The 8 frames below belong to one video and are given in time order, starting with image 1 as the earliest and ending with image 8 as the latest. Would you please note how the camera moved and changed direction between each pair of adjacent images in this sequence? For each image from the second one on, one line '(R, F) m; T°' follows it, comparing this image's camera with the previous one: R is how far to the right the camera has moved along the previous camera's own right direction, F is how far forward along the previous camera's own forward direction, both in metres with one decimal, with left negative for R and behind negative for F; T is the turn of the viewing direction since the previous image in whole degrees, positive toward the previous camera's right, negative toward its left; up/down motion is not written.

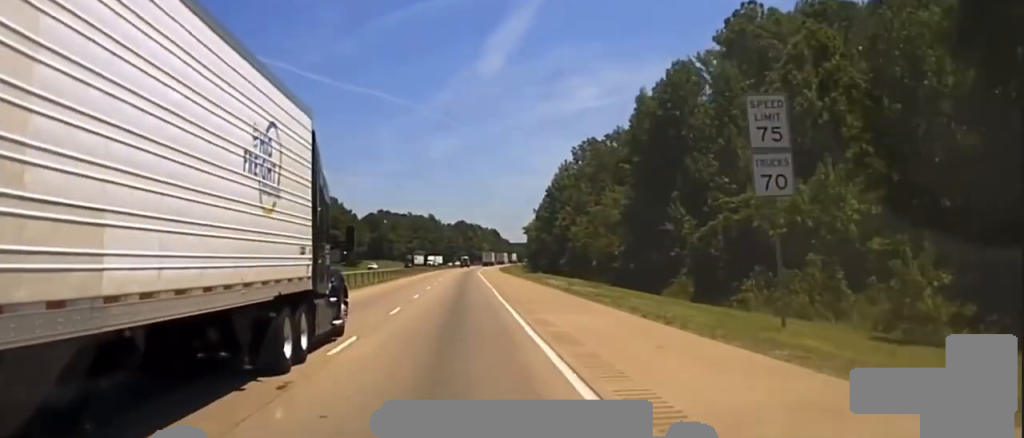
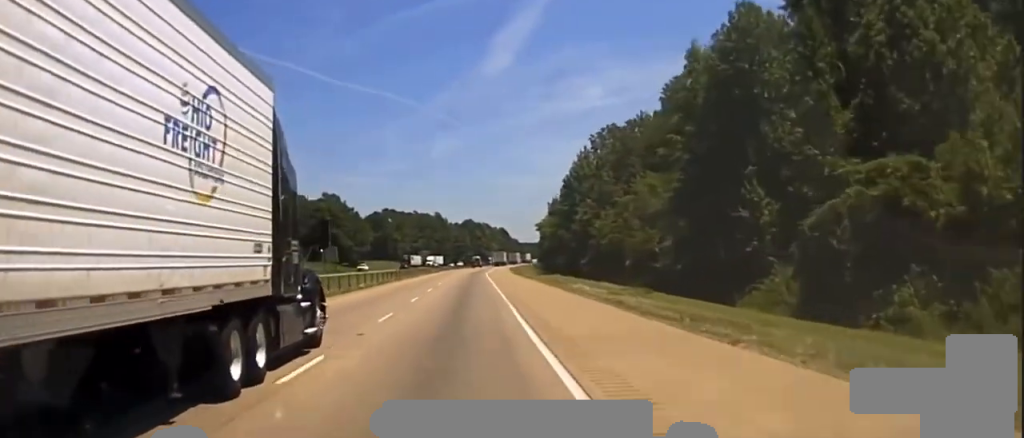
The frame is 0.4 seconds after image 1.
(0.0, +14.0) m; -1°
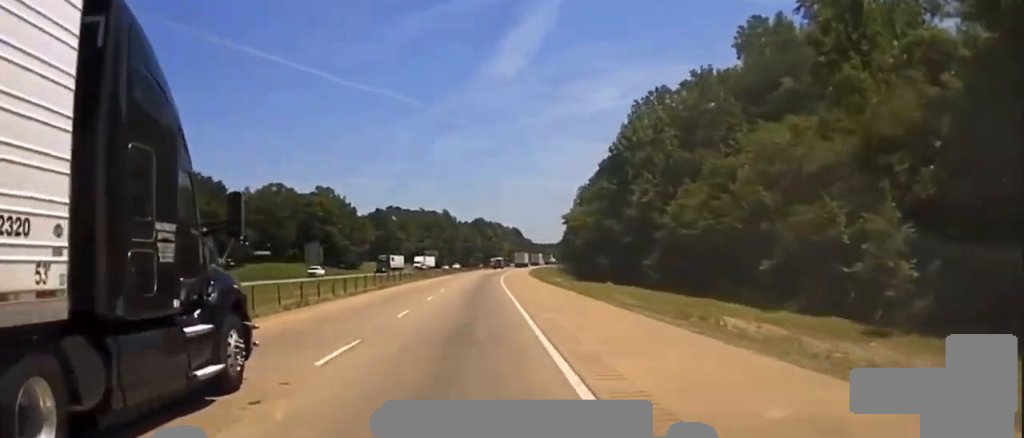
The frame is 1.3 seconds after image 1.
(-0.4, +29.8) m; -1°
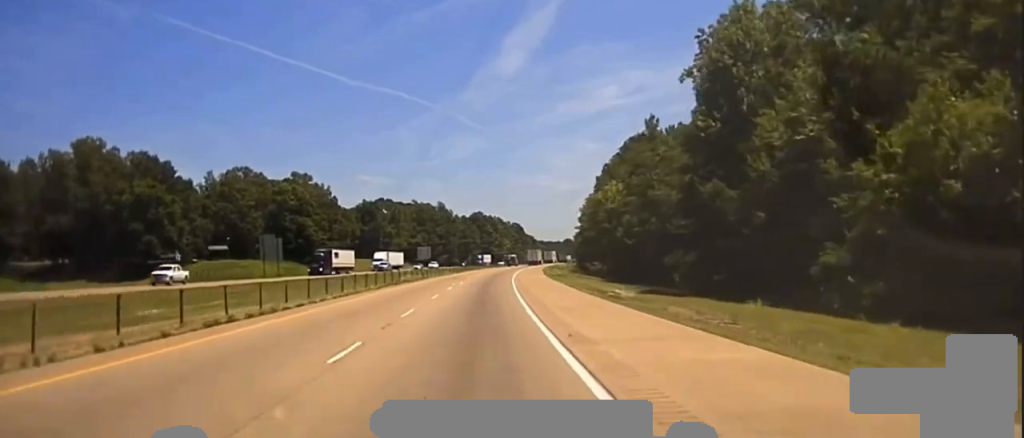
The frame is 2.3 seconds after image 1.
(-0.1, +34.6) m; 0°
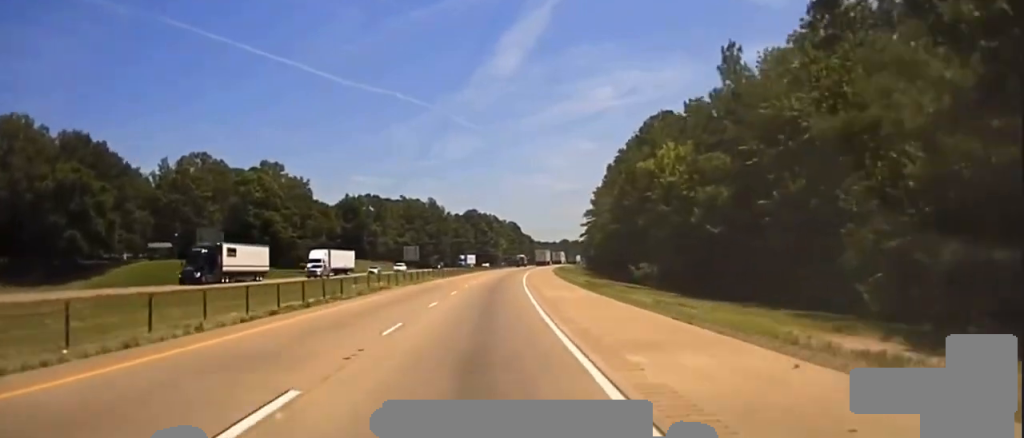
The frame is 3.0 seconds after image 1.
(+0.2, +31.5) m; +1°
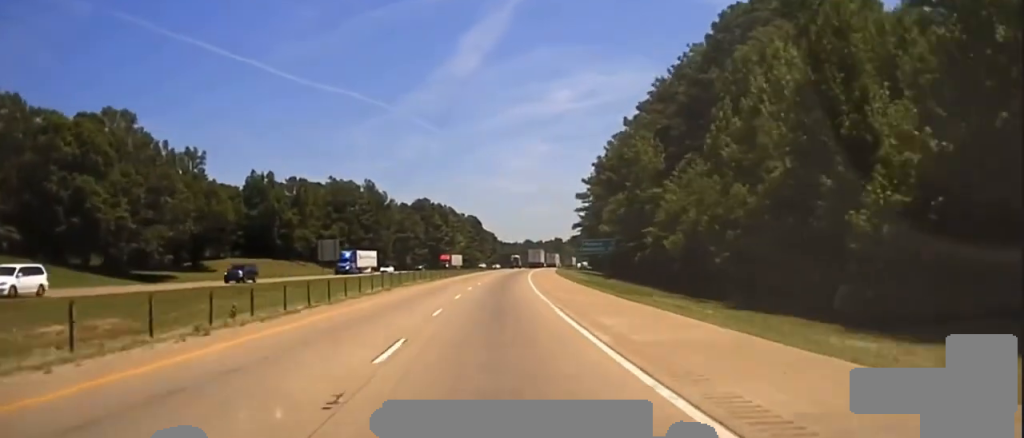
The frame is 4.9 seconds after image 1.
(+1.9, +85.8) m; +2°
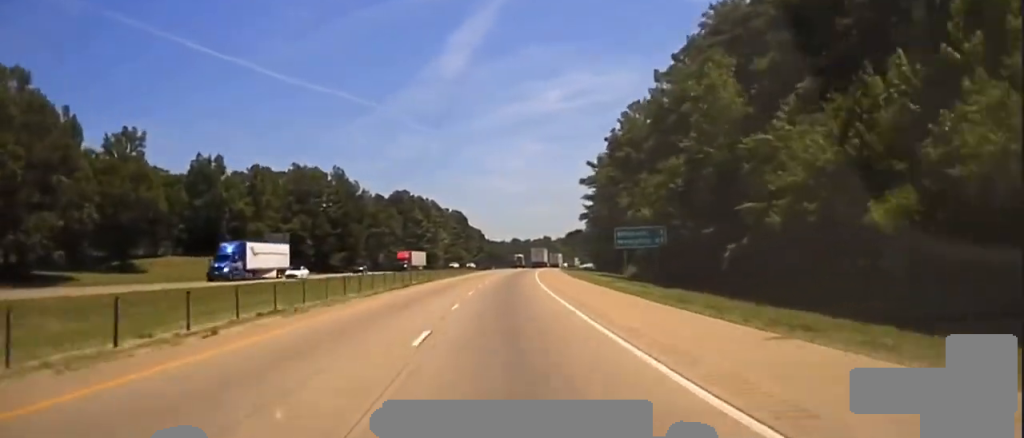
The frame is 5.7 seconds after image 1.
(+0.2, +34.0) m; +1°
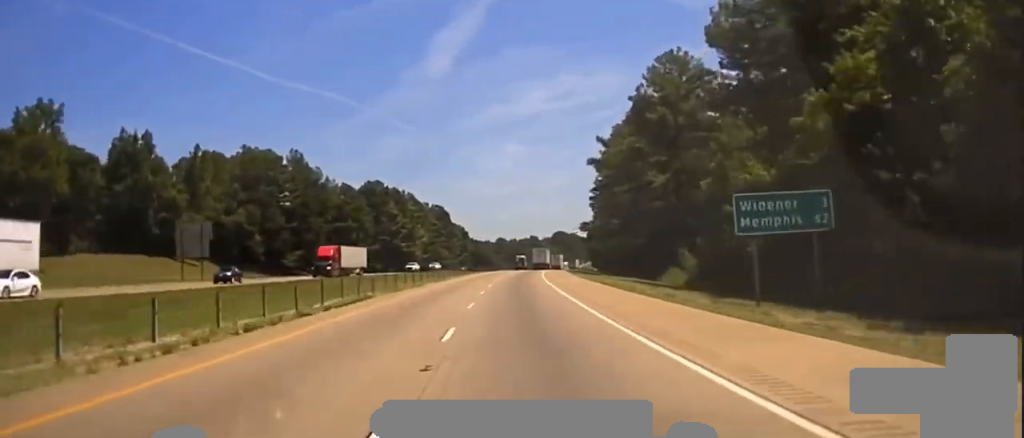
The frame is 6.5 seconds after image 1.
(+0.3, +31.1) m; +1°
